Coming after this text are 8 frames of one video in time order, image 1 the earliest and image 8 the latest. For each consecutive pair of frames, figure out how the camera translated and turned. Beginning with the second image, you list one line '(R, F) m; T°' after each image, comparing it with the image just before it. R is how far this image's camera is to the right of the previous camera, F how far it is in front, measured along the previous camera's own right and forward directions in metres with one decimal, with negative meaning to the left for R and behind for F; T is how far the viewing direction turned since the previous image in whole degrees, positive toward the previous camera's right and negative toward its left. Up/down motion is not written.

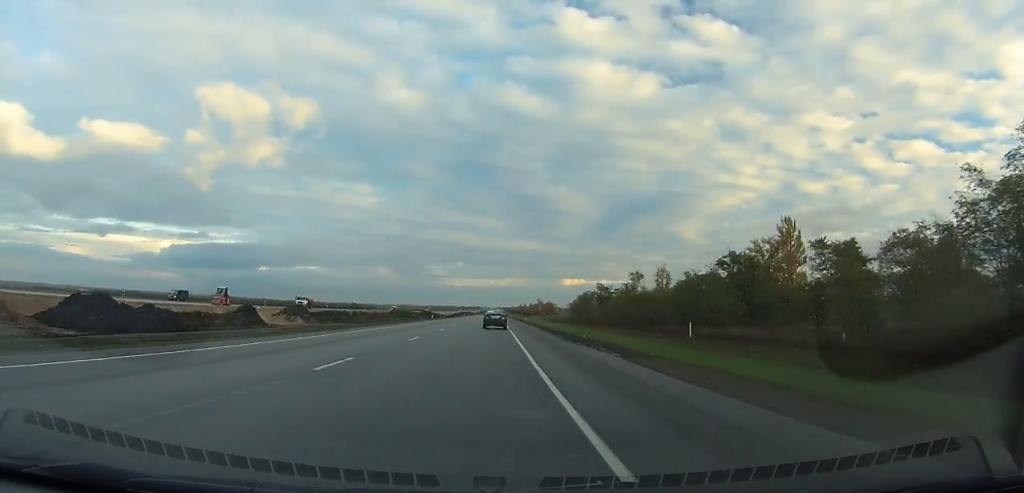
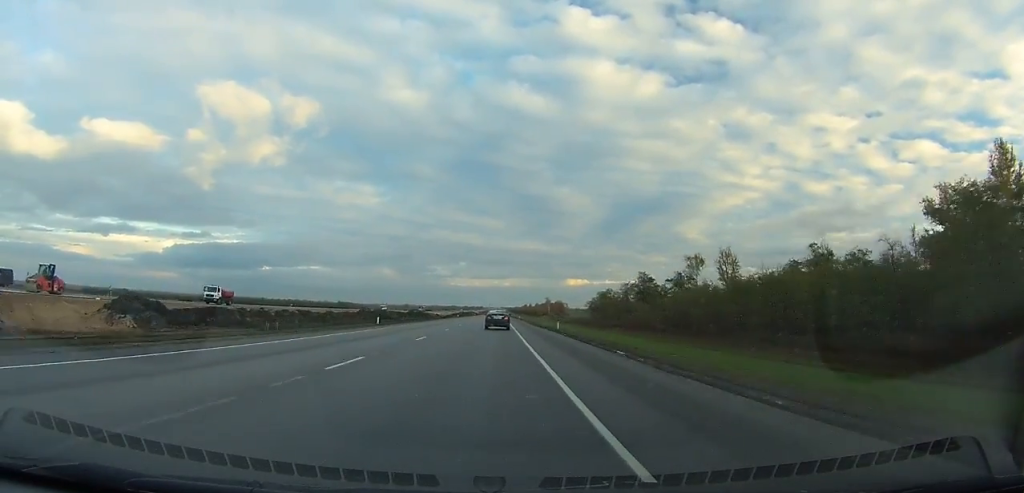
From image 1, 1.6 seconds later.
(0.0, +46.1) m; 0°
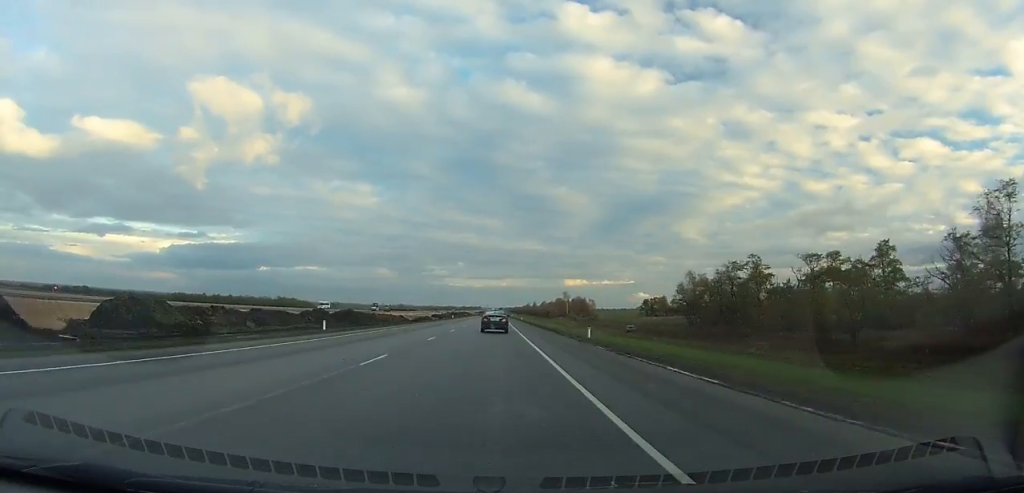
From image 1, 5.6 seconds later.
(+0.1, +114.8) m; 0°
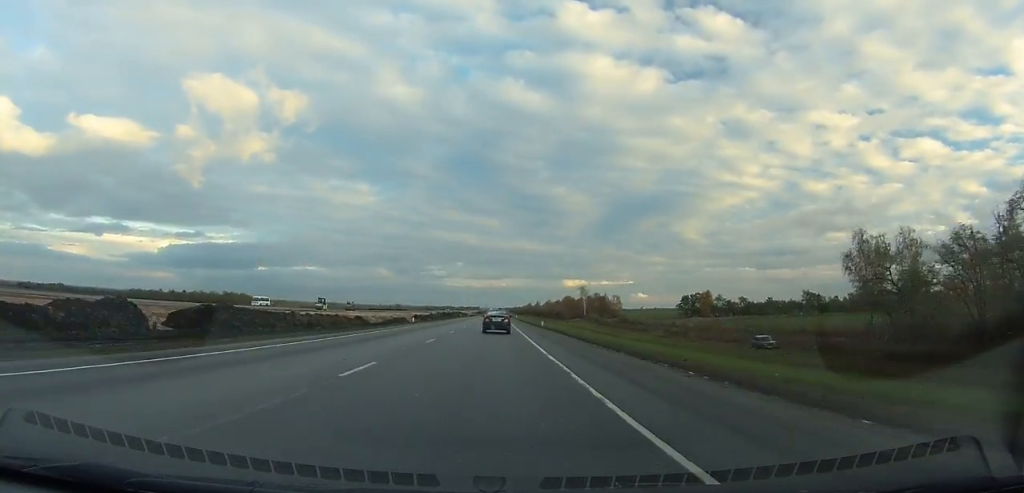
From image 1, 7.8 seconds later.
(0.0, +62.3) m; 0°
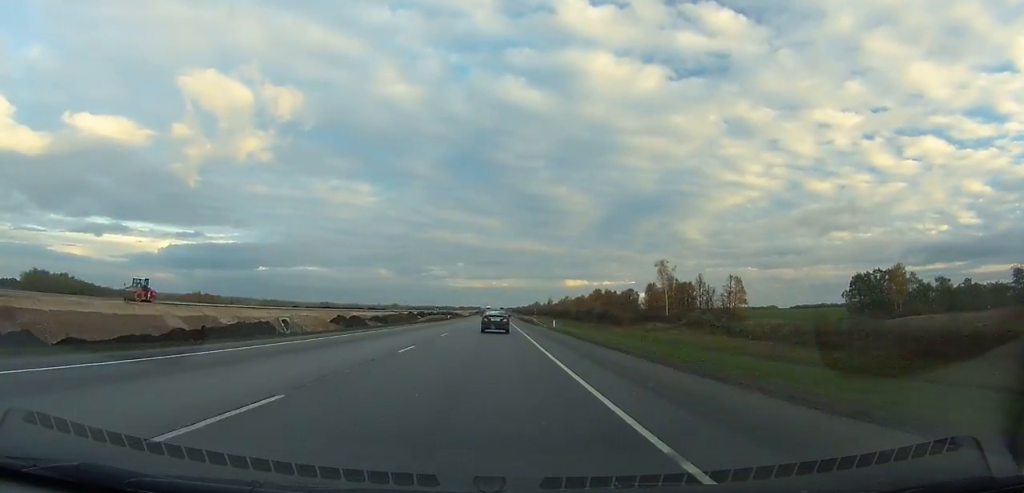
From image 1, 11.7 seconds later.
(+0.2, +108.3) m; 0°
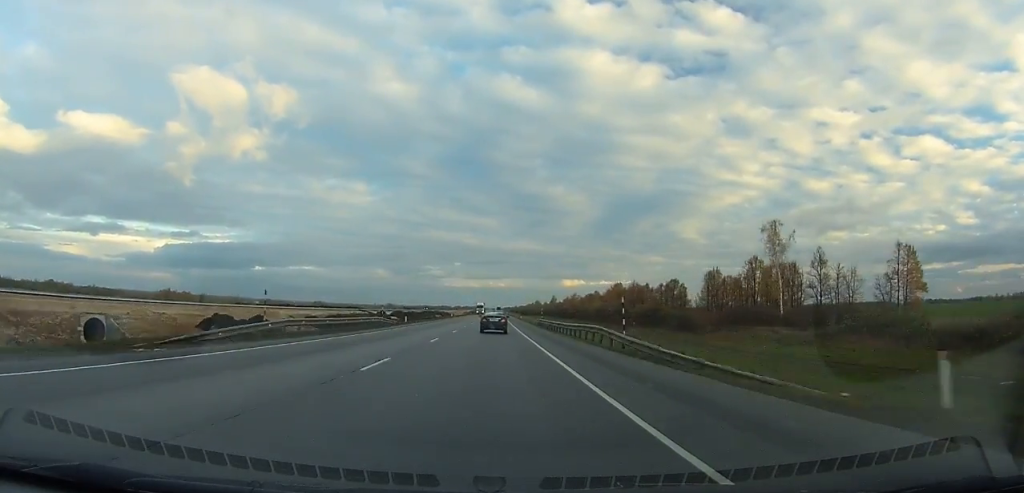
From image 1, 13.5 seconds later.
(0.0, +48.3) m; 0°
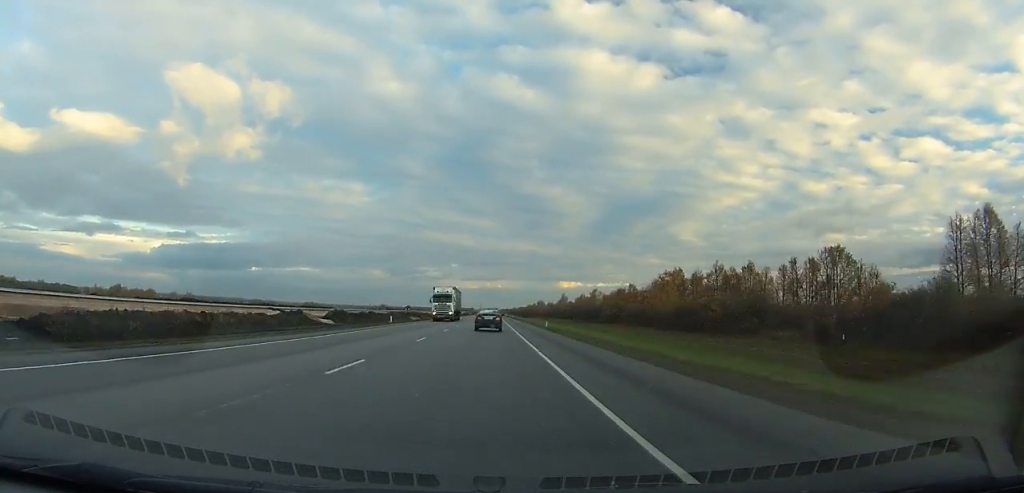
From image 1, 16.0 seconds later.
(0.0, +65.8) m; 0°
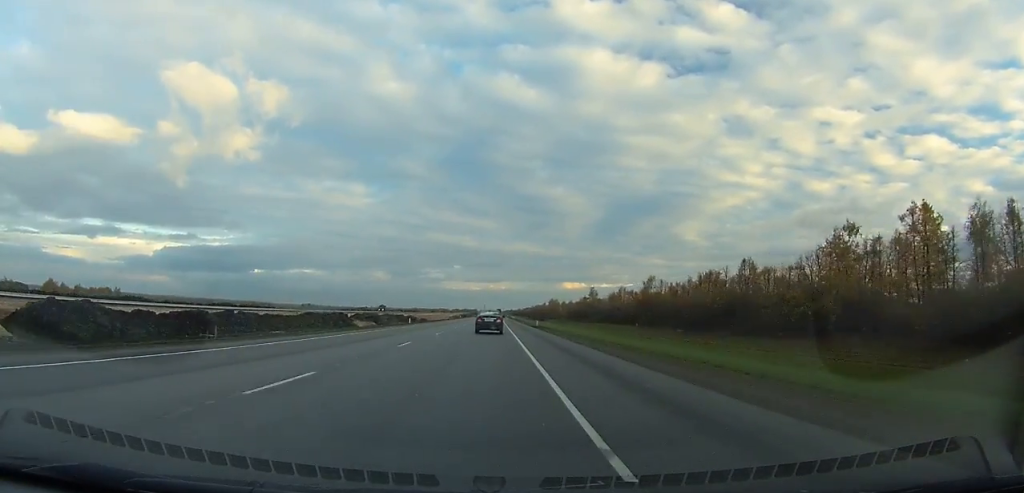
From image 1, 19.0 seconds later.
(+0.1, +78.3) m; 0°
